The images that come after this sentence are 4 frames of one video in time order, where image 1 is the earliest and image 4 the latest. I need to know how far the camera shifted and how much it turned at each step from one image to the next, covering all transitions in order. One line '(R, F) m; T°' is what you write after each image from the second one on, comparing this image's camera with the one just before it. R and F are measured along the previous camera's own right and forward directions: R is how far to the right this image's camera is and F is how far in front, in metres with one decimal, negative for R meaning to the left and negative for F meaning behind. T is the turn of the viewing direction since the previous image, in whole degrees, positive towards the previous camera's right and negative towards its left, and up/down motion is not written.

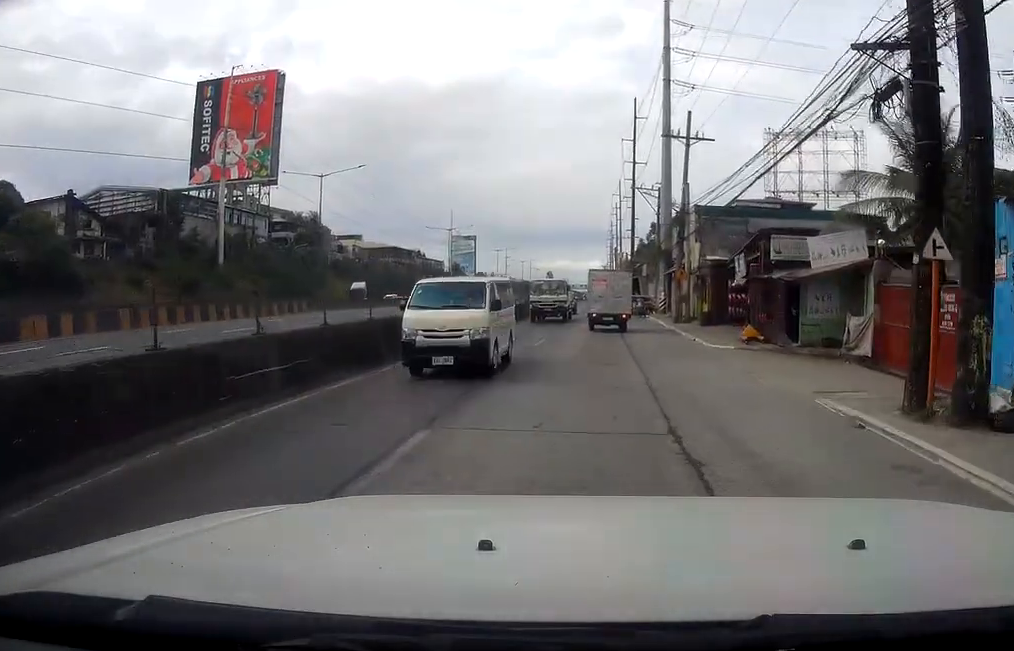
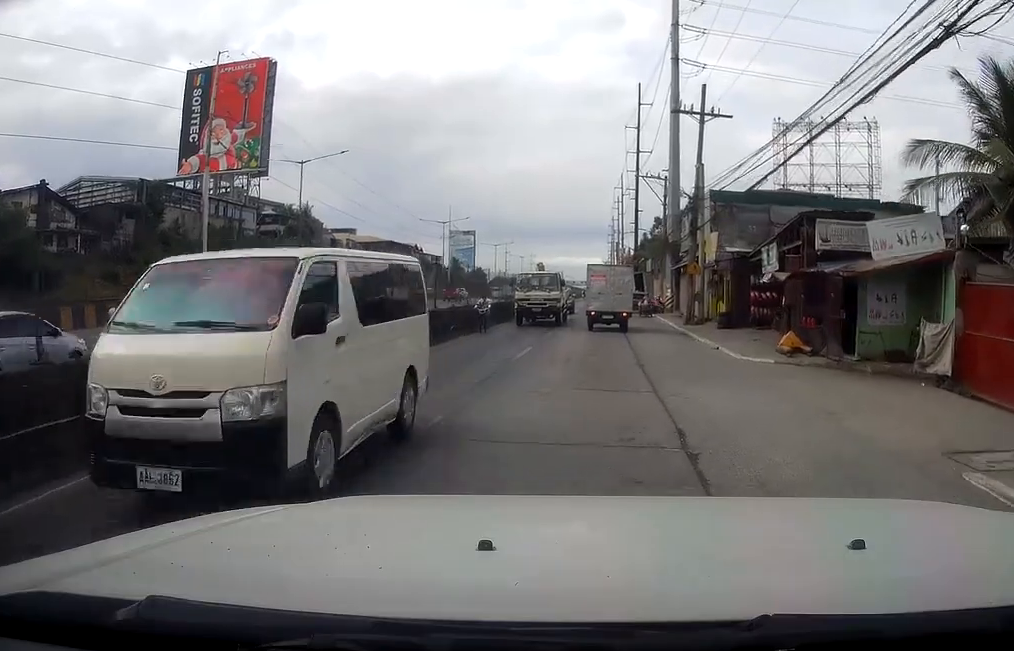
(0.0, +5.9) m; -1°
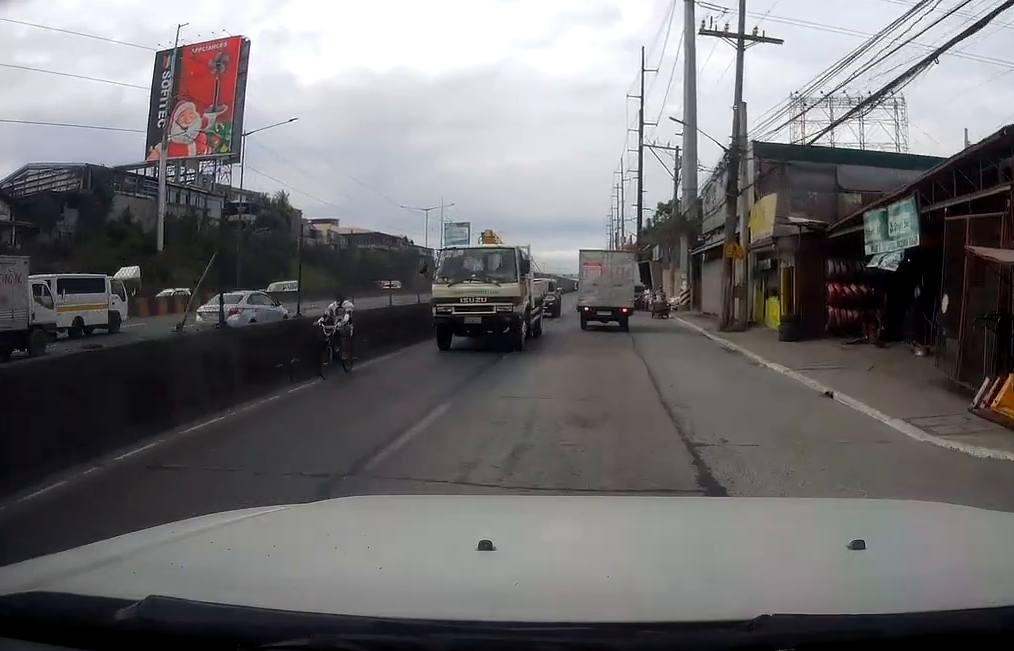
(-0.1, +12.1) m; +2°
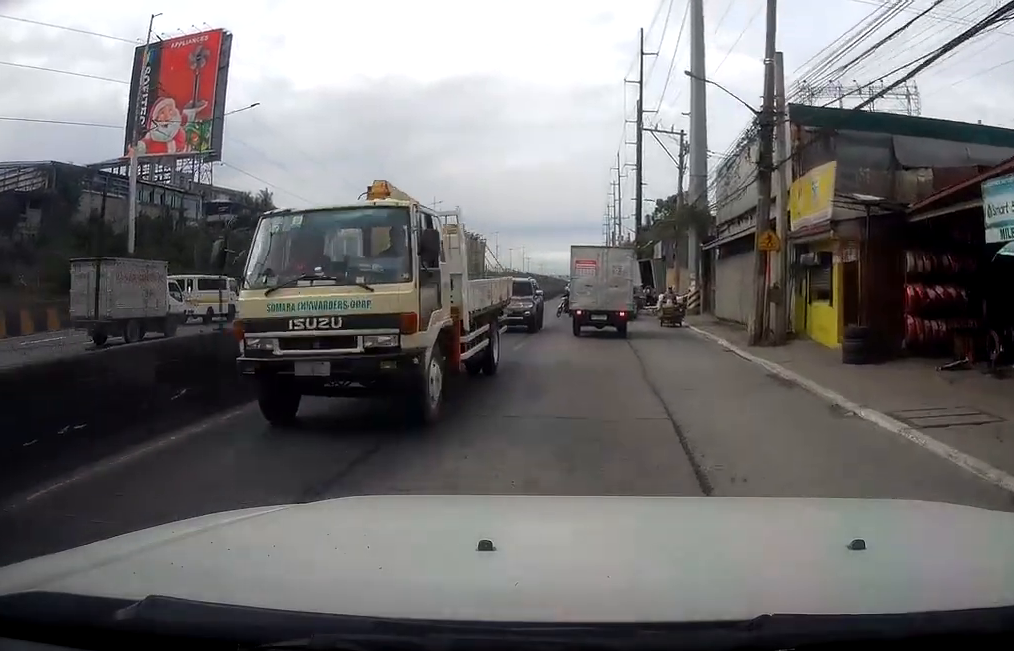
(+0.4, +6.8) m; +1°
